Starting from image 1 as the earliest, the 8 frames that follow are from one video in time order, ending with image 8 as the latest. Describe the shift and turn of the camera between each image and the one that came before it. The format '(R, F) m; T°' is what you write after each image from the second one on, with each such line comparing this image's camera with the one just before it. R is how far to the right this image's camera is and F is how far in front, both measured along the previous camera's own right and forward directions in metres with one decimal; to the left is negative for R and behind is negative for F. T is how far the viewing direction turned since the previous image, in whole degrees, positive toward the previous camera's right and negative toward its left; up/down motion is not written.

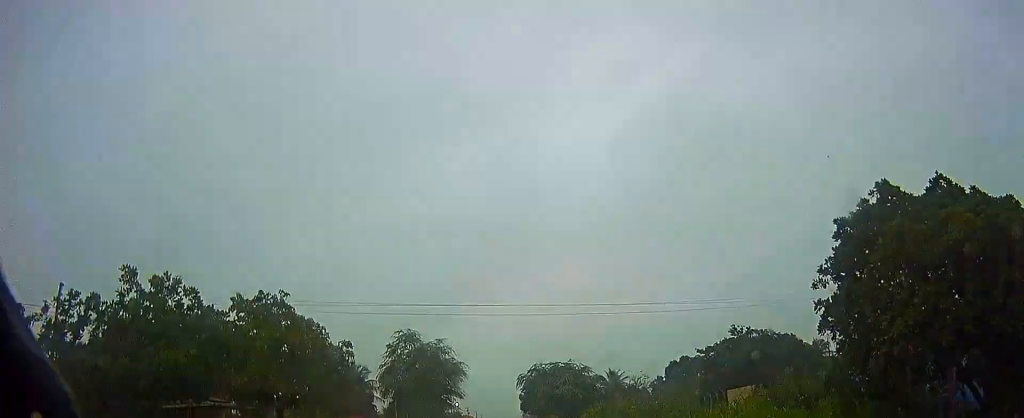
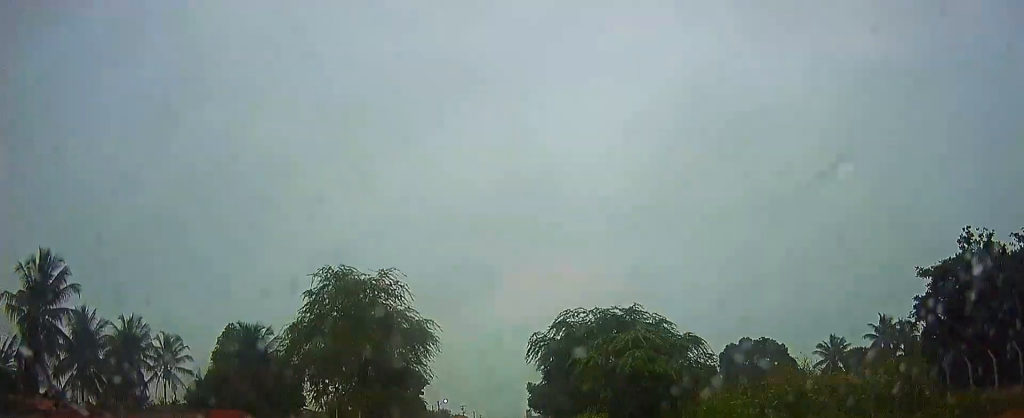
(+0.1, +31.5) m; 0°
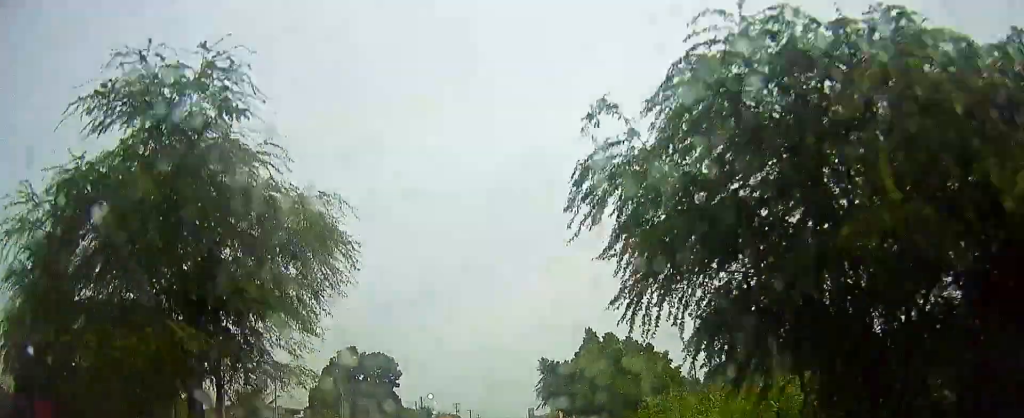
(-0.1, +23.7) m; 0°
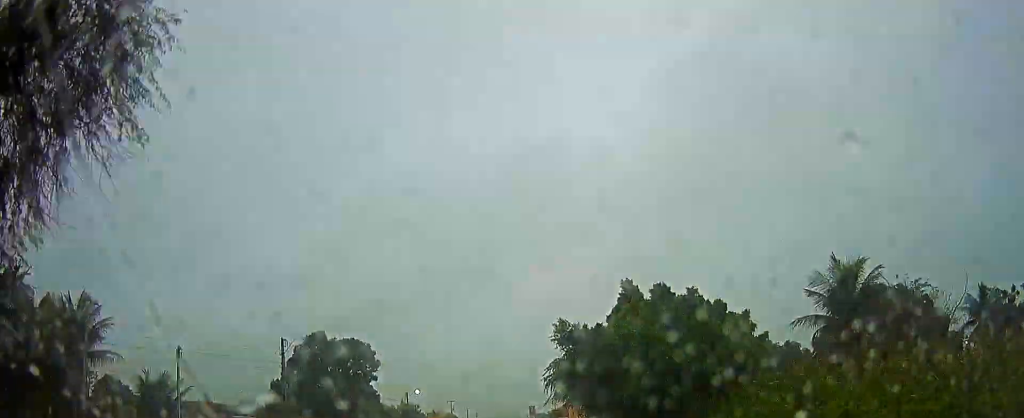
(-0.2, +13.2) m; 0°
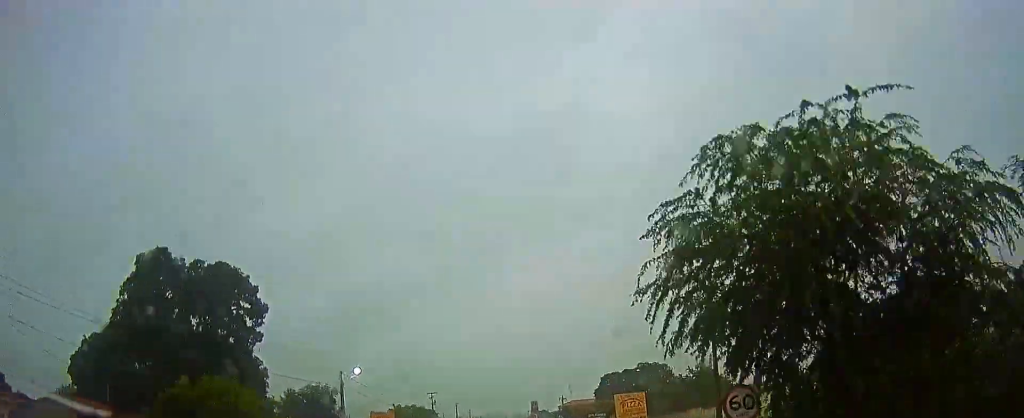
(+0.3, +32.2) m; +1°
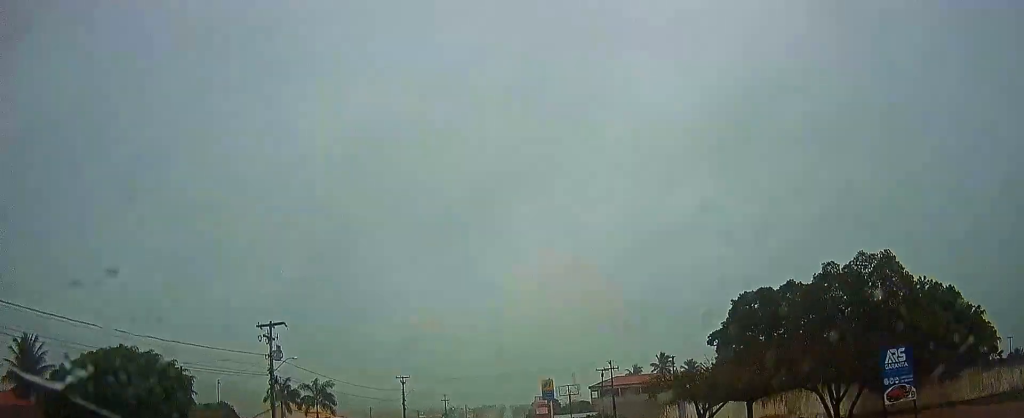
(+0.3, +73.1) m; -1°
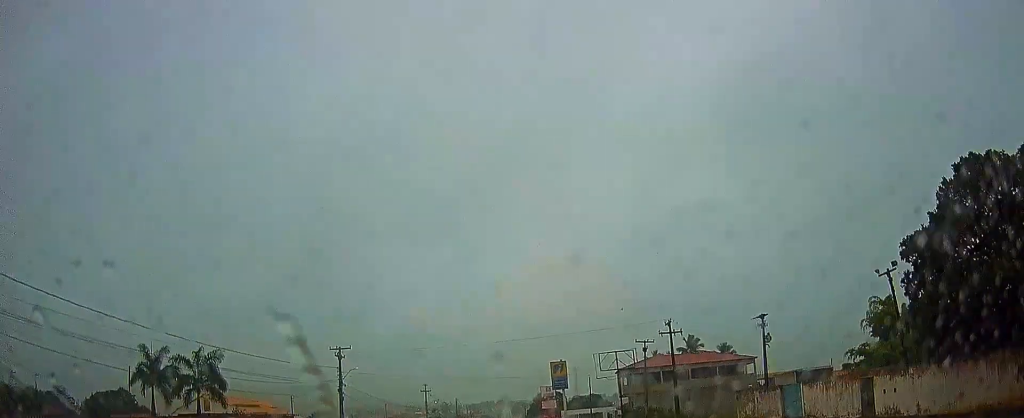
(-0.5, +28.5) m; -1°
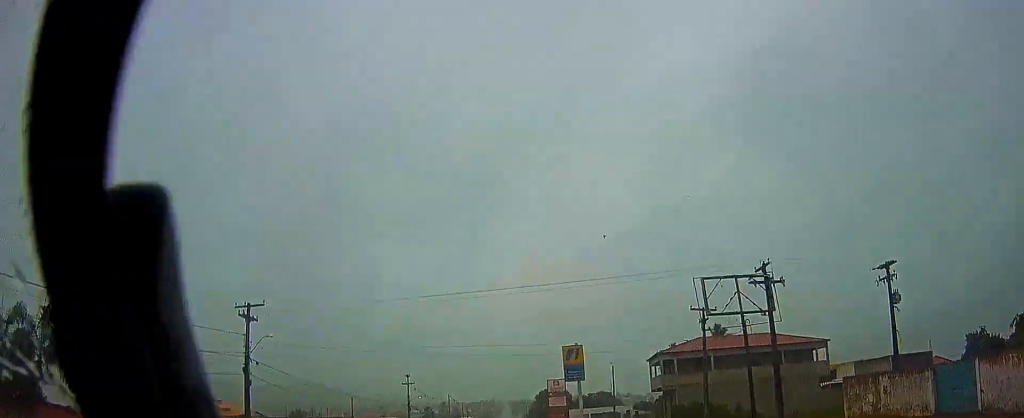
(0.0, +17.7) m; +1°
